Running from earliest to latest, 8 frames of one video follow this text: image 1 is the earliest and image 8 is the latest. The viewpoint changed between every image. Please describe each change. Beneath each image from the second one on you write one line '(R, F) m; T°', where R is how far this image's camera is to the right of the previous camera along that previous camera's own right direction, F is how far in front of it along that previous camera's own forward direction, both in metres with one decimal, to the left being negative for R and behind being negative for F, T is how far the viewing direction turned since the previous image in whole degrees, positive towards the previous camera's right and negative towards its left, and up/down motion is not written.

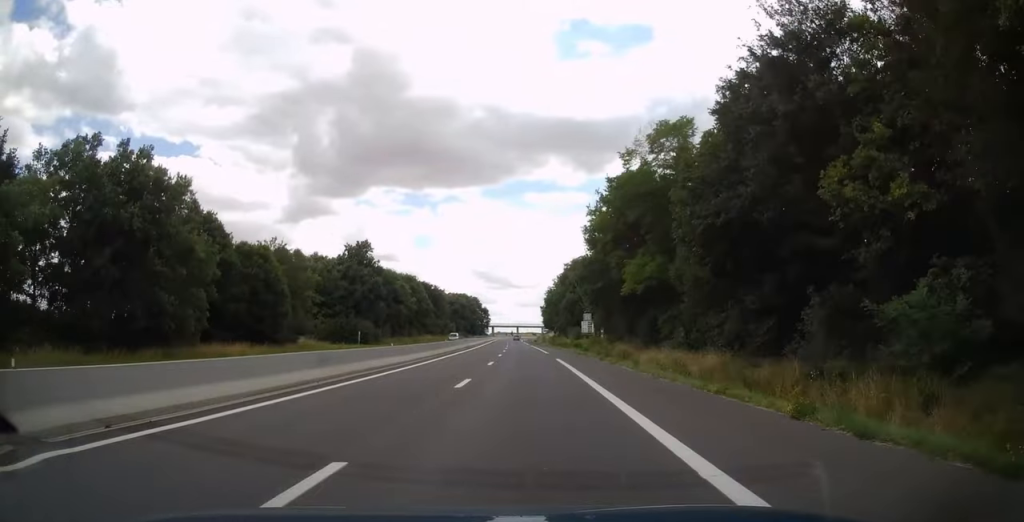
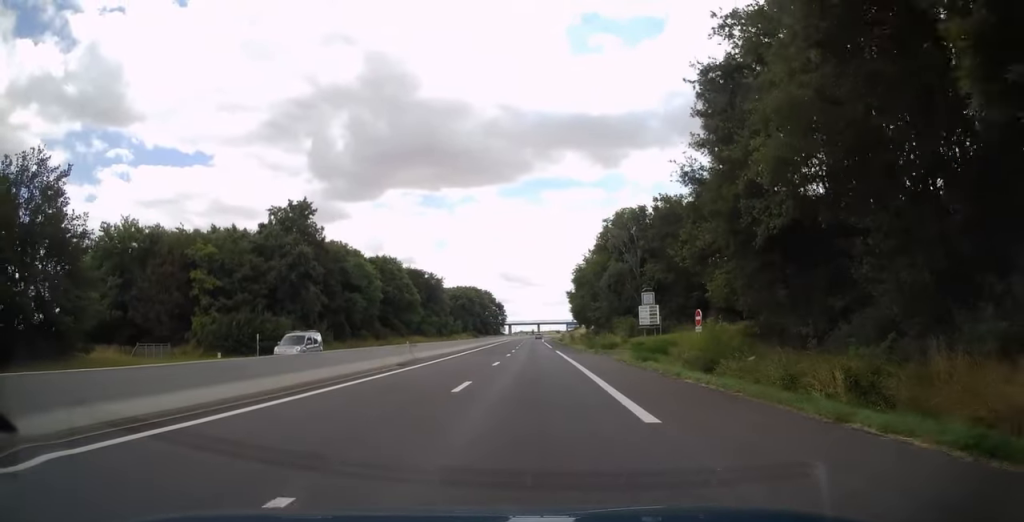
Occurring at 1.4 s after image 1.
(-0.5, +35.7) m; -2°
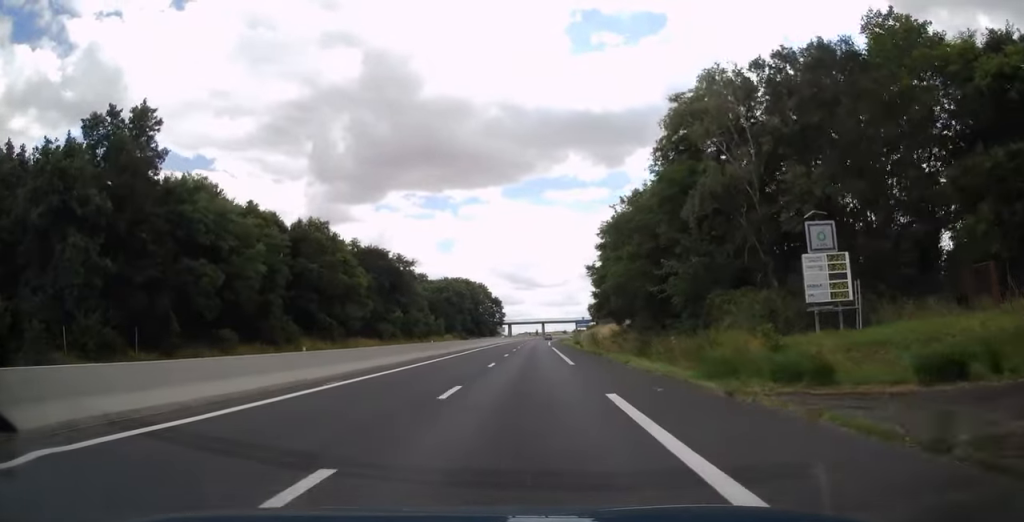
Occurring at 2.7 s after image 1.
(-0.5, +35.2) m; -1°
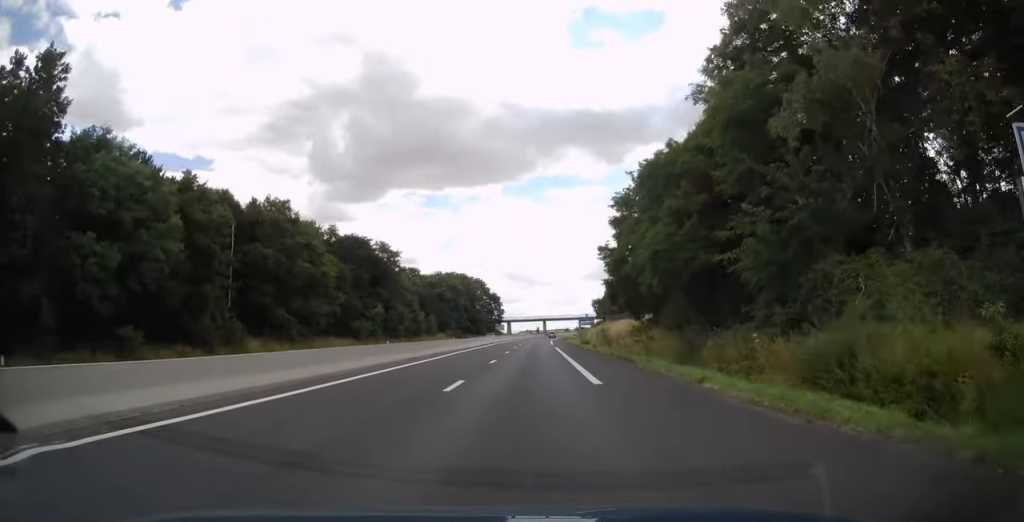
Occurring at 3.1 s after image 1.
(0.0, +11.8) m; 0°
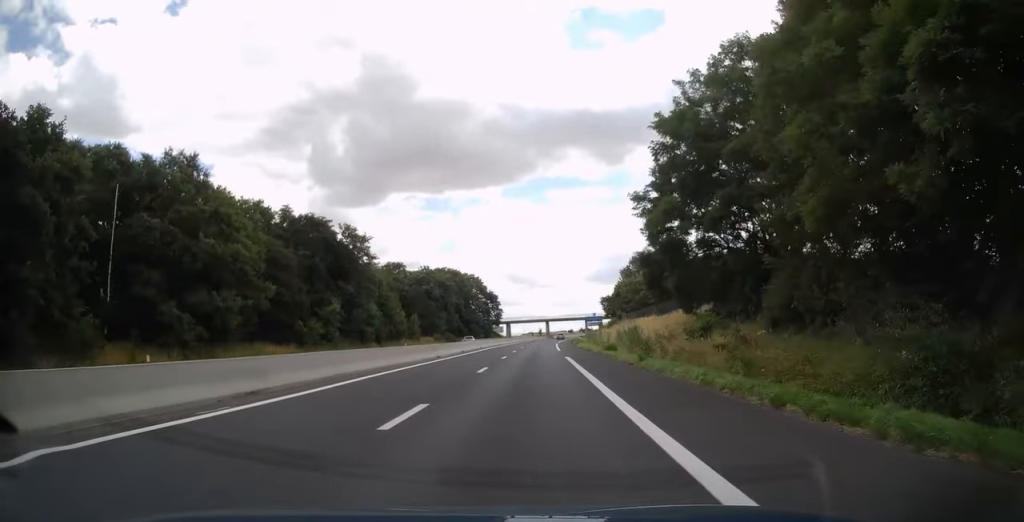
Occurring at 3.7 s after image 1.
(0.0, +18.5) m; 0°
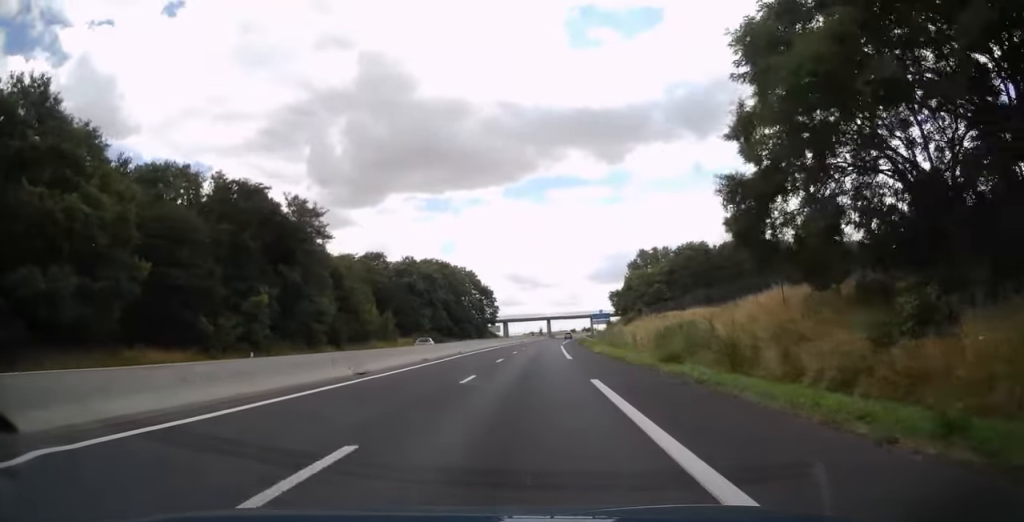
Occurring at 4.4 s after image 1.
(0.0, +17.8) m; 0°
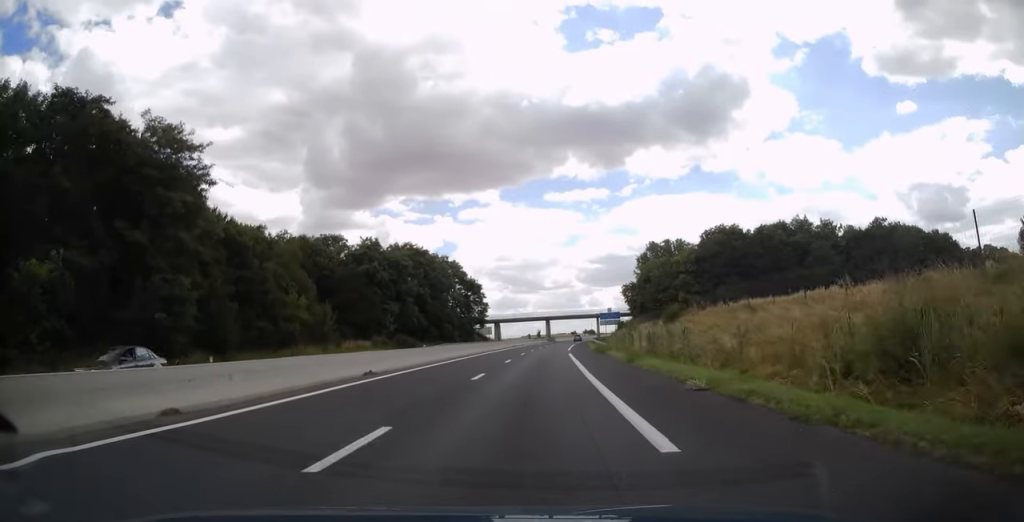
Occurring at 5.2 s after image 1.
(0.0, +24.9) m; 0°
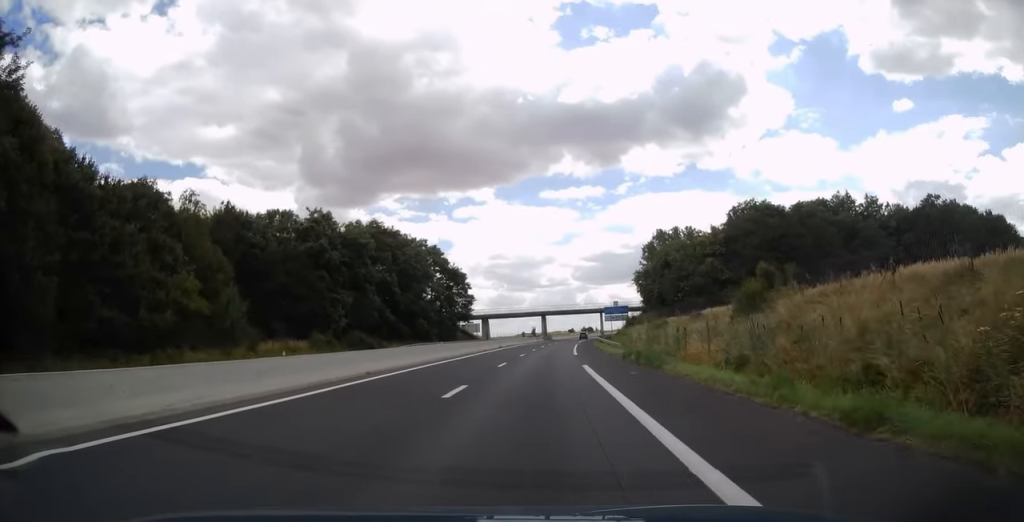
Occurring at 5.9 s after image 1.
(0.0, +19.8) m; 0°
